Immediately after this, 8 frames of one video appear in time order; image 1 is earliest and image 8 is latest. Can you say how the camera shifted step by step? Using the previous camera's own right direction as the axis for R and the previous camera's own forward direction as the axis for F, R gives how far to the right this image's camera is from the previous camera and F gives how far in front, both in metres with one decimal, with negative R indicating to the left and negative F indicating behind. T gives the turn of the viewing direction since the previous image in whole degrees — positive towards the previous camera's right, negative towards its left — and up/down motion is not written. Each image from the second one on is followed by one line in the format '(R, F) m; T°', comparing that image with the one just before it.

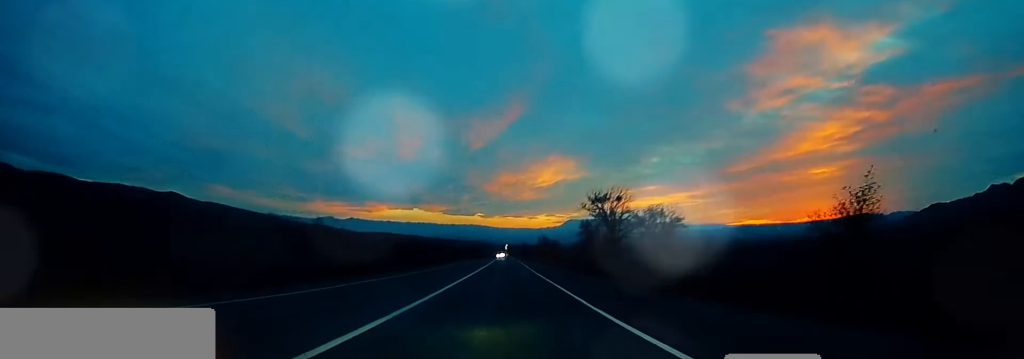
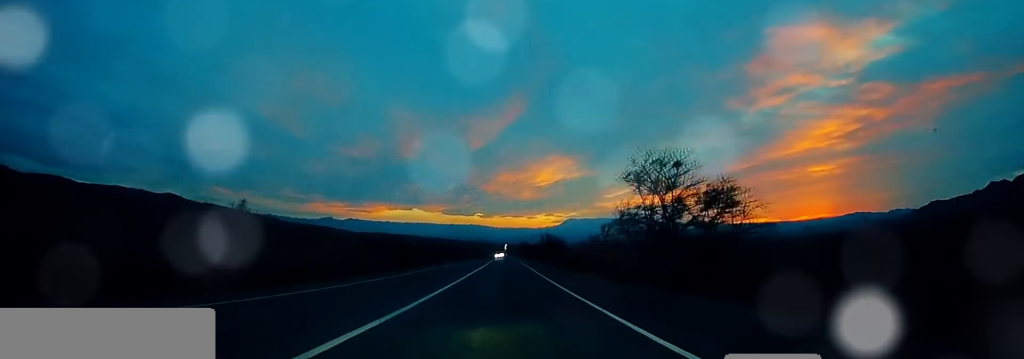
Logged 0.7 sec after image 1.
(0.0, +15.2) m; 0°
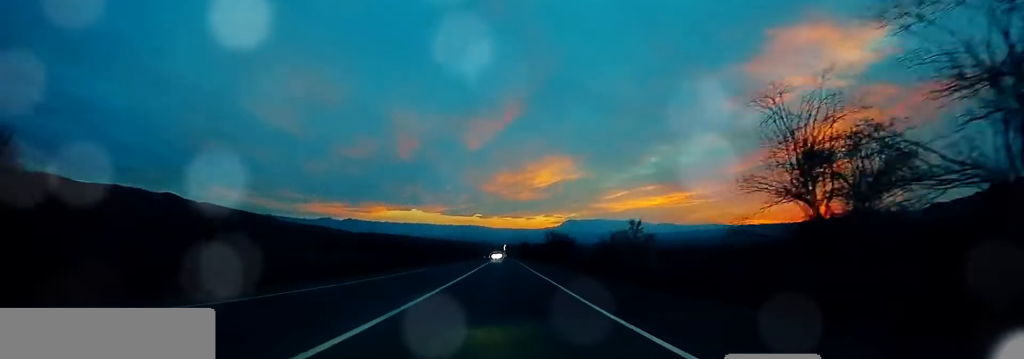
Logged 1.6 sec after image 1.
(0.0, +20.2) m; 0°
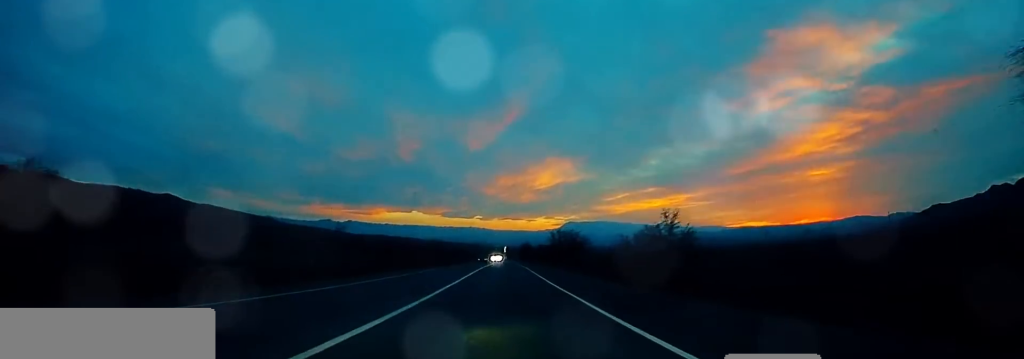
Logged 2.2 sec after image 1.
(0.0, +13.4) m; 0°
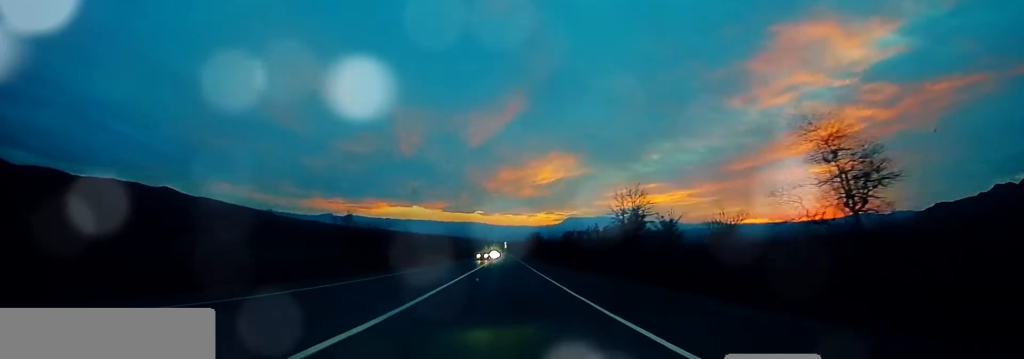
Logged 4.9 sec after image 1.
(+0.7, +61.0) m; -1°
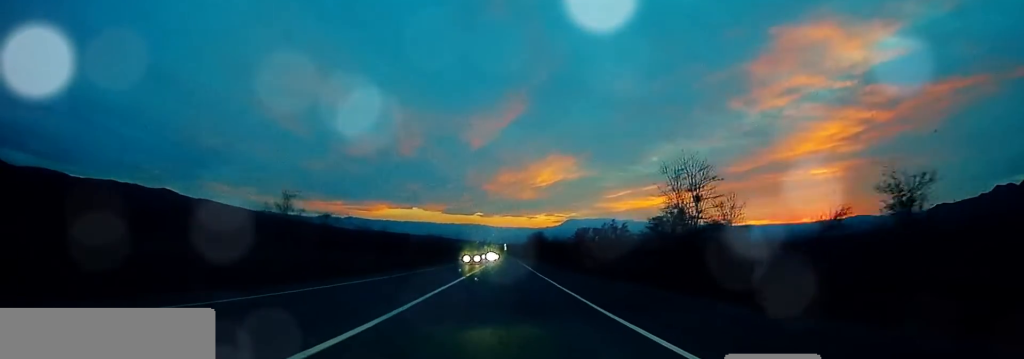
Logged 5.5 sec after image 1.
(0.0, +14.1) m; -2°
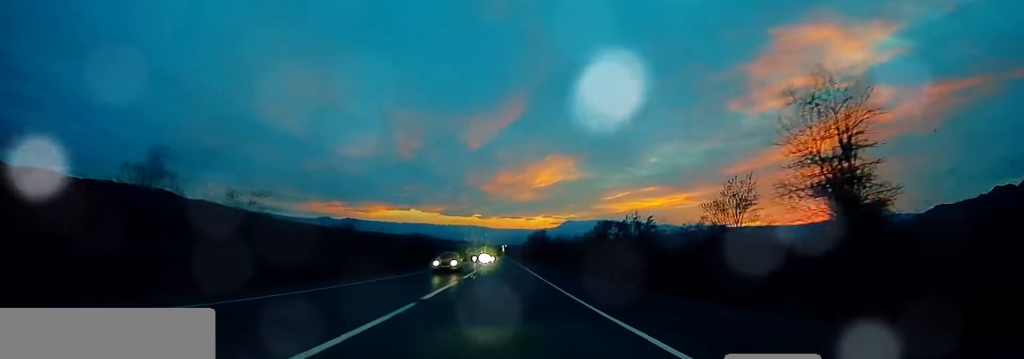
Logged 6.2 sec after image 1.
(-1.0, +14.2) m; +1°
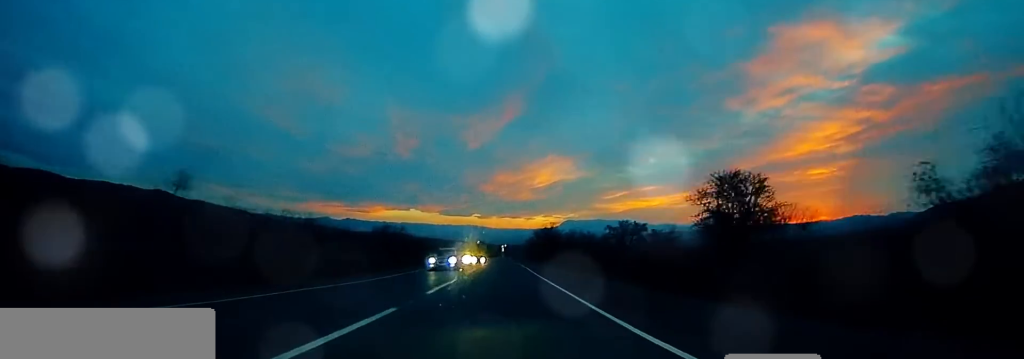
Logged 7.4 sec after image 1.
(+1.4, +27.2) m; +5°
